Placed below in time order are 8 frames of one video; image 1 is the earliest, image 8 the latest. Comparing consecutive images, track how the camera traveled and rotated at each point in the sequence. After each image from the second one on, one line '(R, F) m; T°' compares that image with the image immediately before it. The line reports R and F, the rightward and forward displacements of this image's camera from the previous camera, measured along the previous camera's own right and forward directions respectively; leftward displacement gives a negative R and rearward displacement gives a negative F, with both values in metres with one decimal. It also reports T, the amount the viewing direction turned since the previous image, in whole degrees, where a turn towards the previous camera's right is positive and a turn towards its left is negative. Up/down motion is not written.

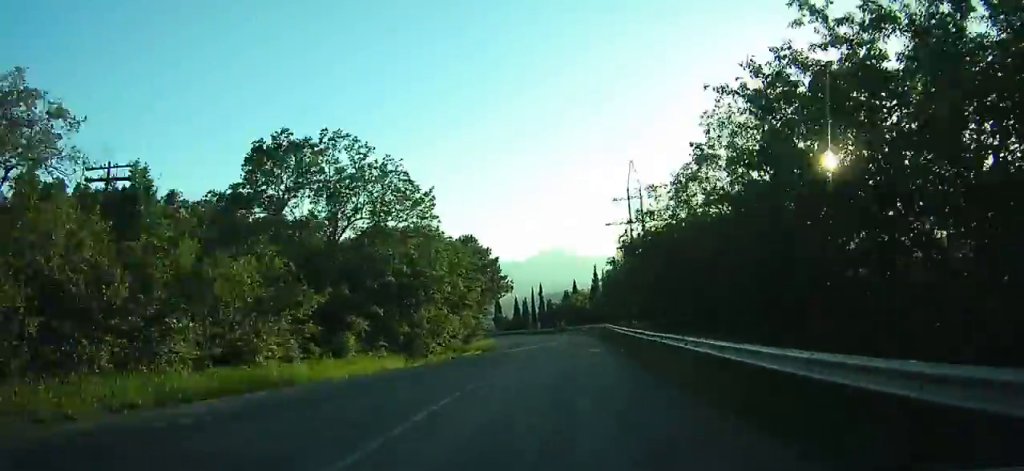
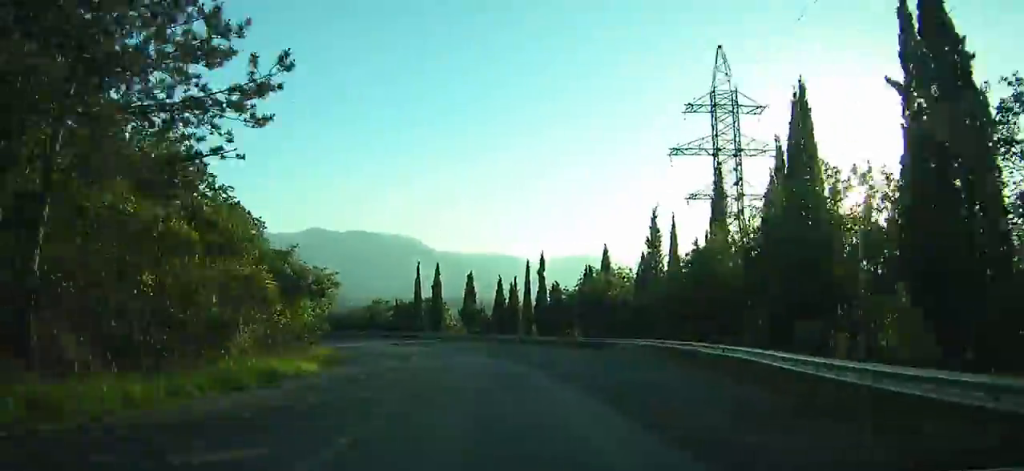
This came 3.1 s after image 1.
(+3.8, +46.7) m; +1°
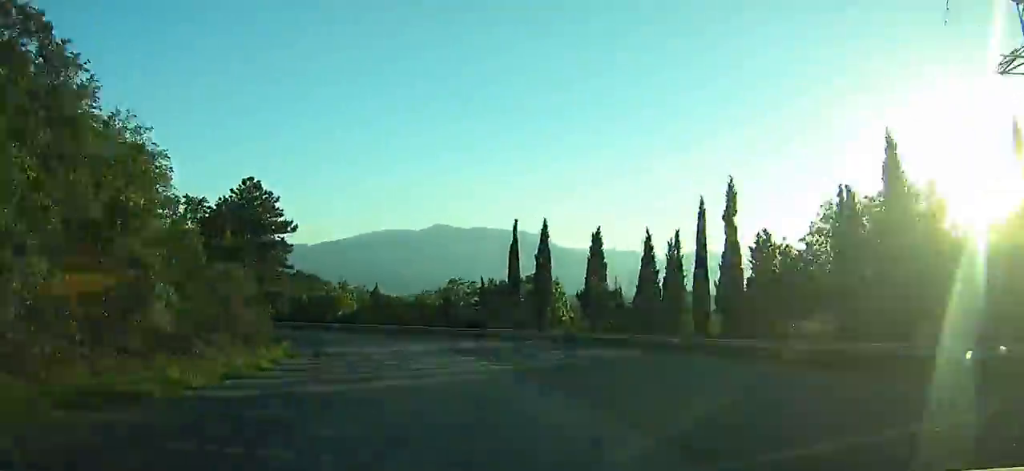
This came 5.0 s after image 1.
(0.0, +27.5) m; -8°
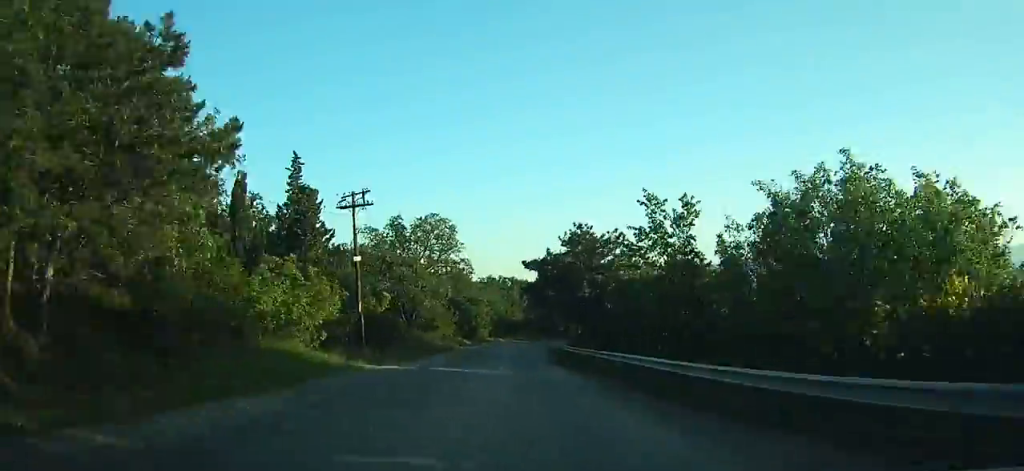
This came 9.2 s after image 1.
(-16.4, +53.4) m; -30°
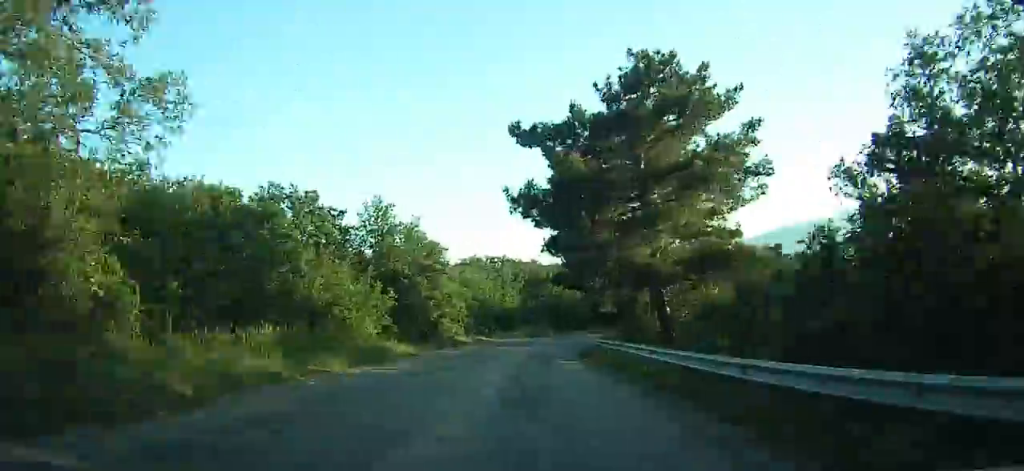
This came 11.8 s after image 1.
(-3.9, +34.4) m; -4°
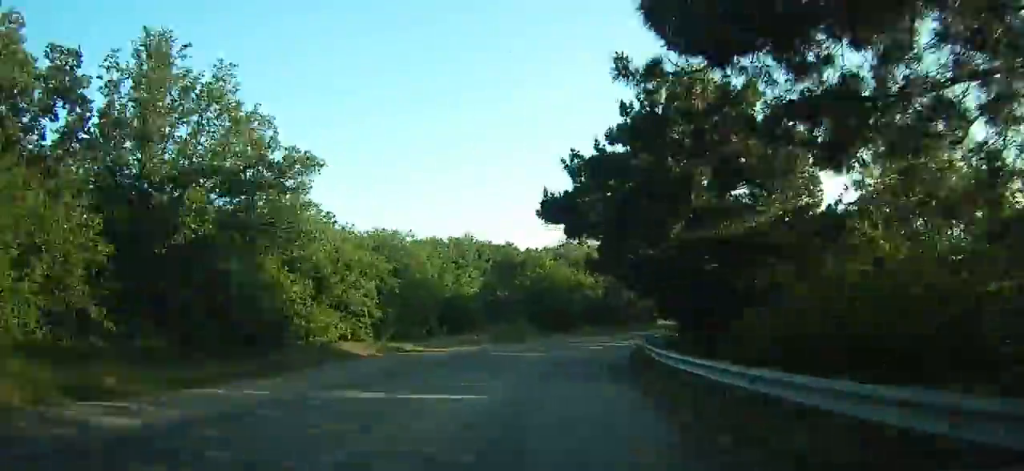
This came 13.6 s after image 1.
(-0.7, +23.9) m; +4°
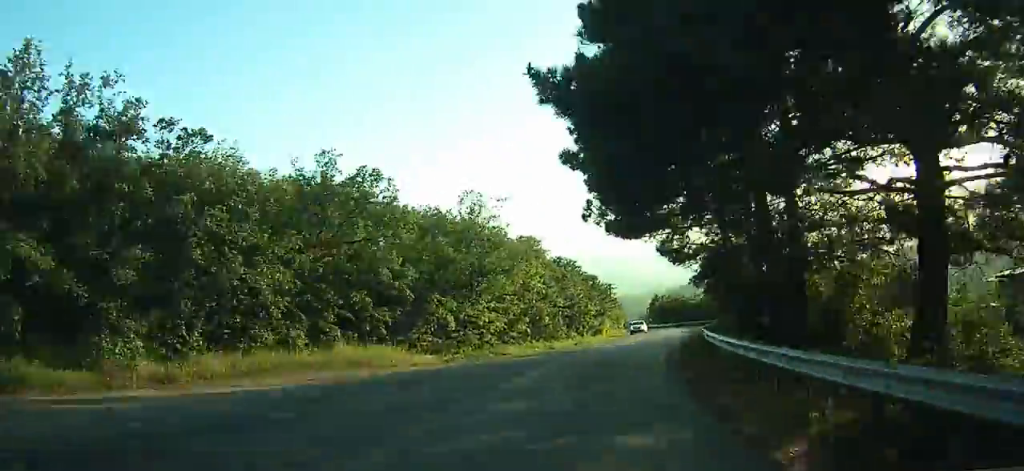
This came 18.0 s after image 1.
(+14.9, +56.0) m; +33°
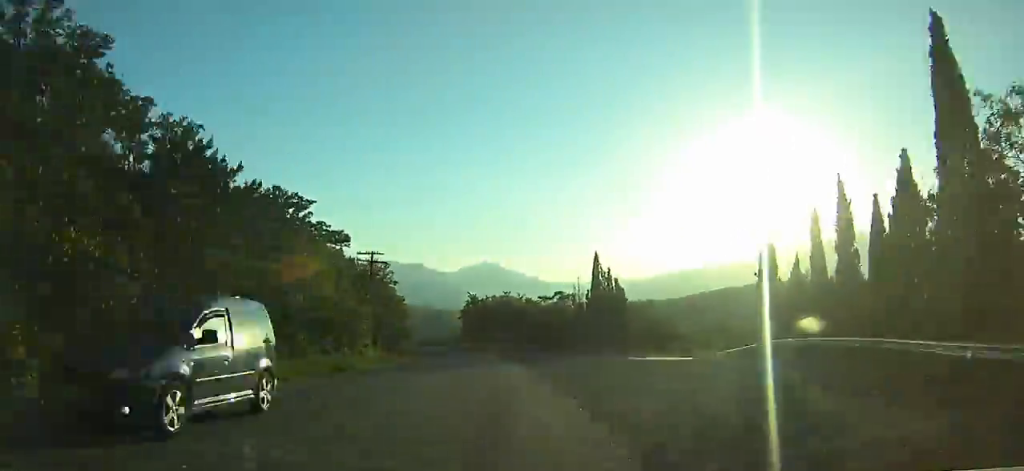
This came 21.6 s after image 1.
(+11.6, +49.7) m; +15°
